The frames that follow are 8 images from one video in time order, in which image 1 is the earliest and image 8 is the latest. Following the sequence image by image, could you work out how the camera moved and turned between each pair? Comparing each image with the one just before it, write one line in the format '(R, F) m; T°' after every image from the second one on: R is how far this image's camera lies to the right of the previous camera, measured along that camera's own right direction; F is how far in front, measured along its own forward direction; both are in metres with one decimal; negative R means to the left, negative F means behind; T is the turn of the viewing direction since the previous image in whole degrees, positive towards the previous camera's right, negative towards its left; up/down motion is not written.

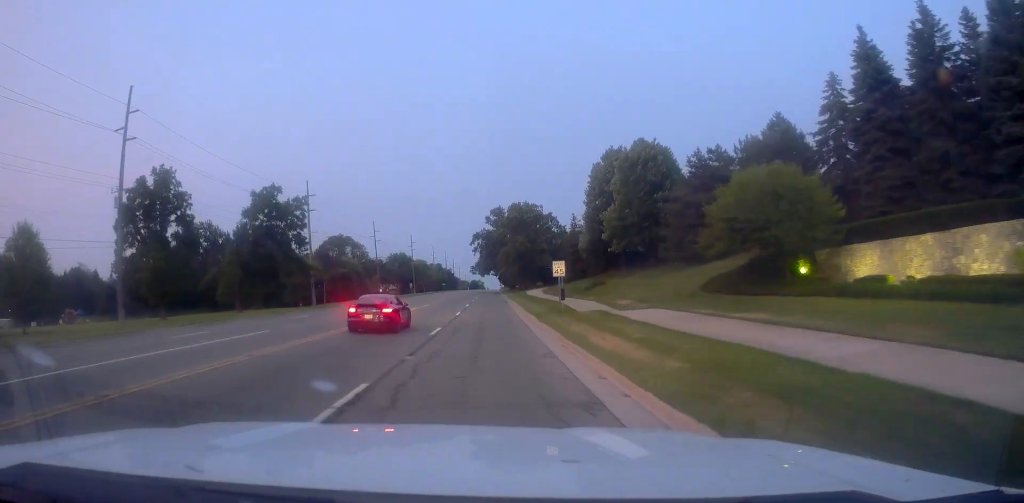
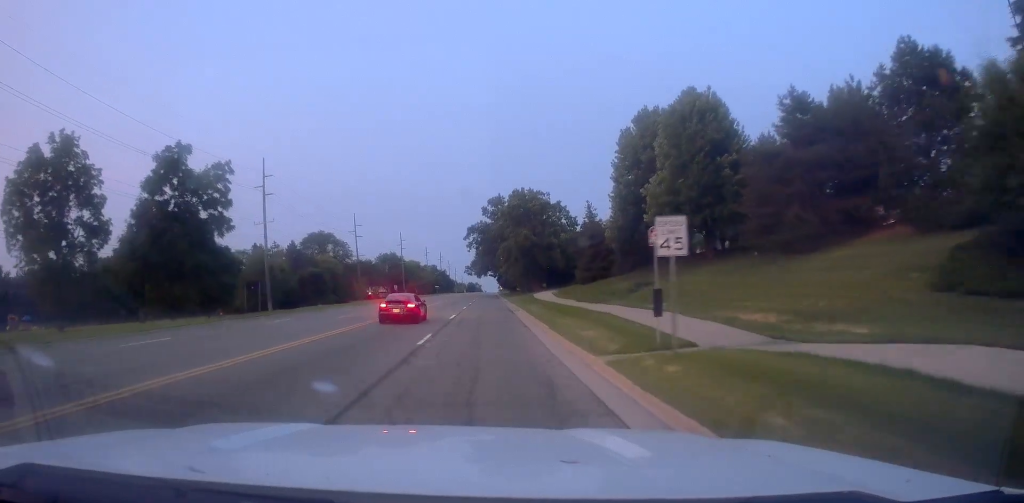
(+0.1, +15.9) m; -1°
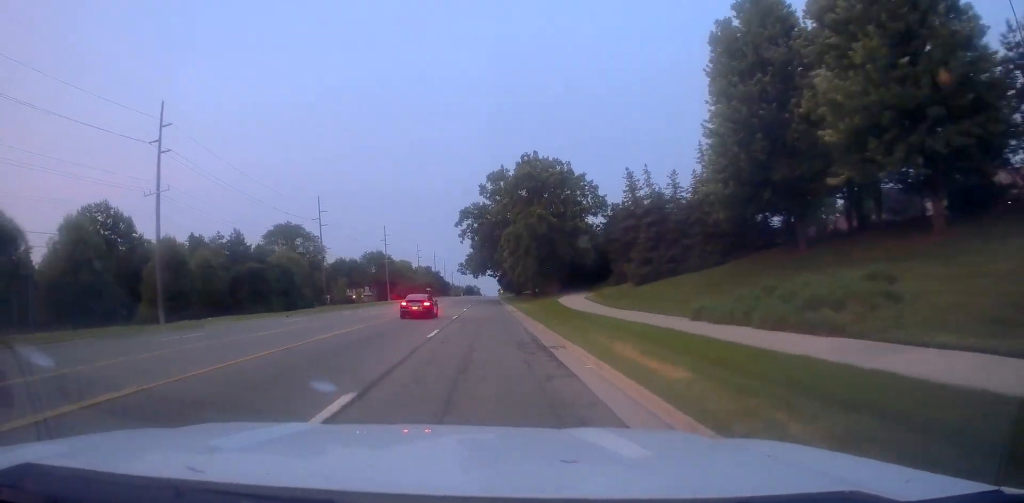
(-0.6, +24.0) m; 0°
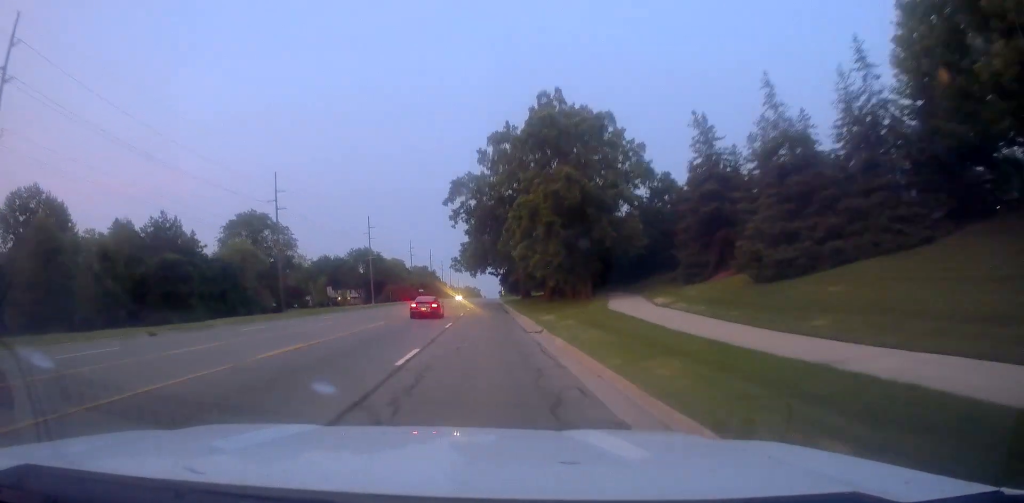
(+0.6, +20.2) m; +1°
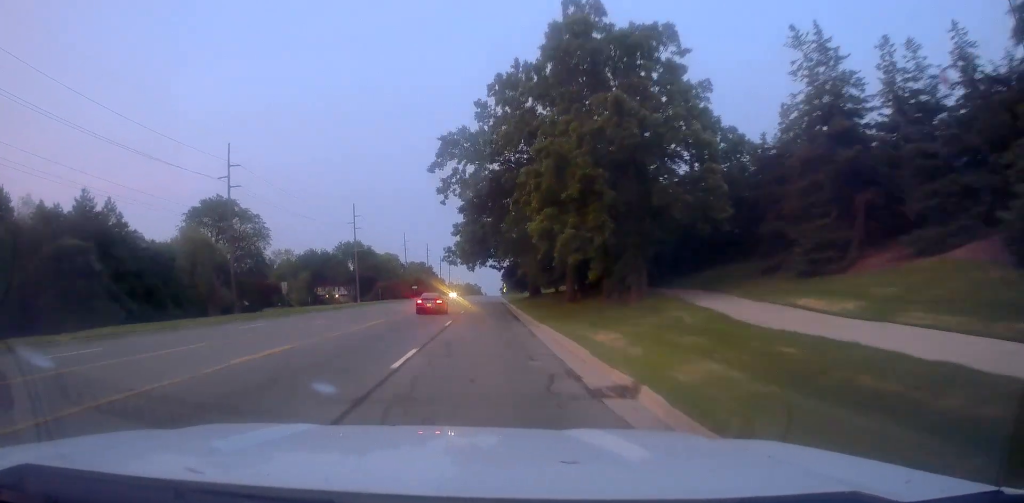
(-0.3, +15.2) m; -2°
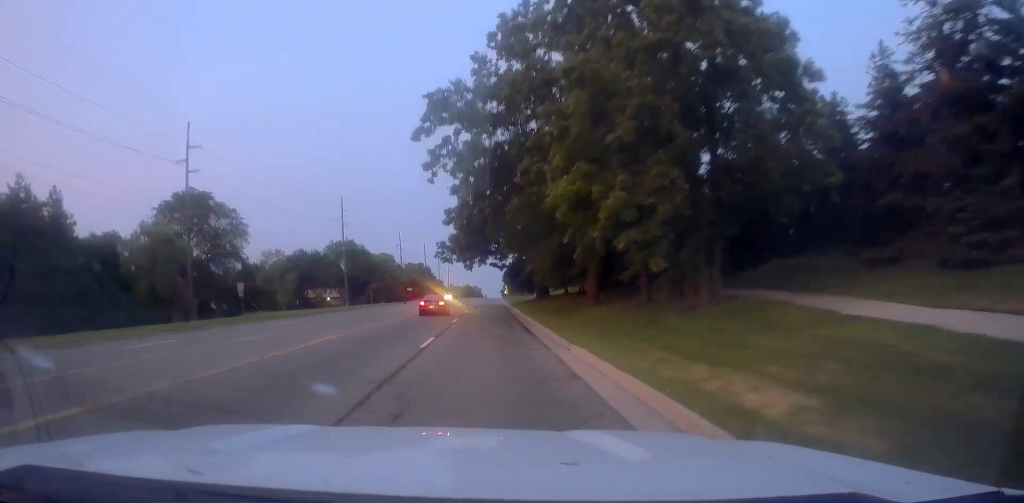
(-0.2, +9.6) m; -1°
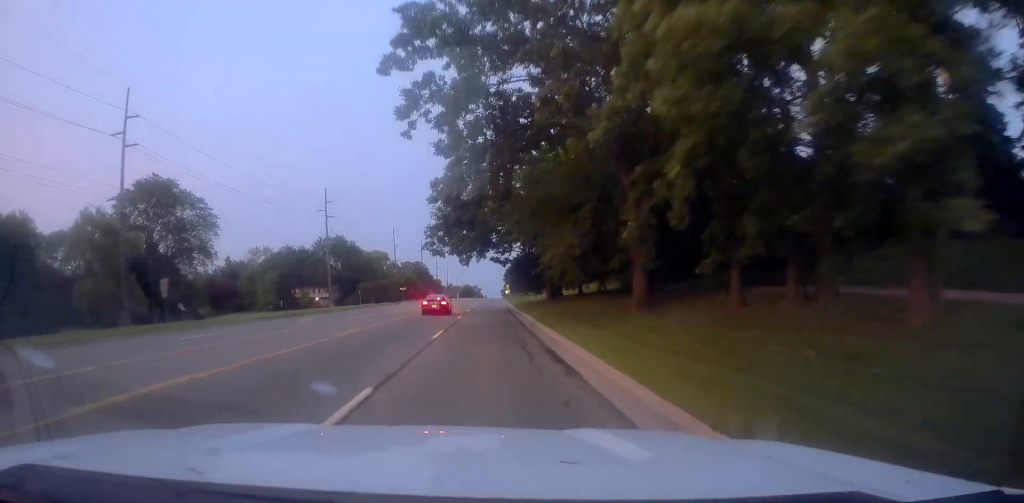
(0.0, +11.2) m; +1°
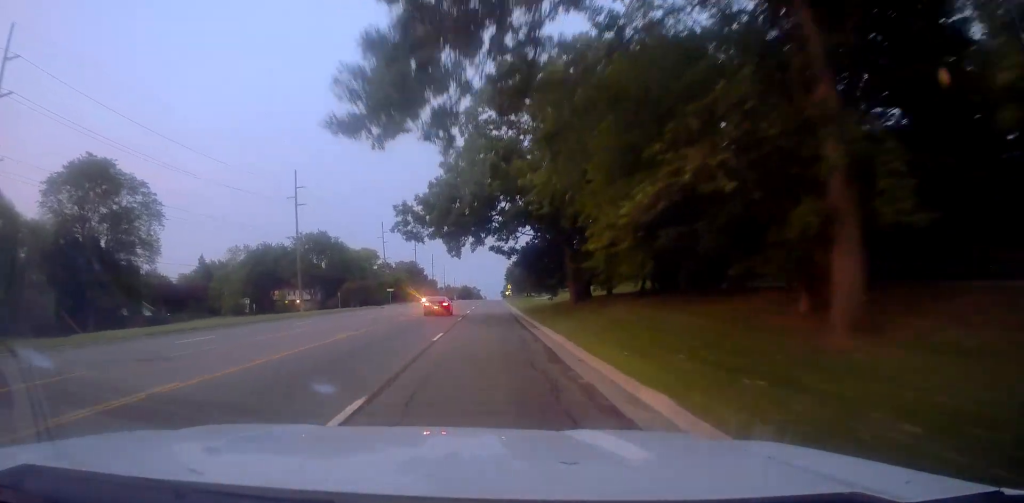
(+0.2, +15.1) m; +2°
